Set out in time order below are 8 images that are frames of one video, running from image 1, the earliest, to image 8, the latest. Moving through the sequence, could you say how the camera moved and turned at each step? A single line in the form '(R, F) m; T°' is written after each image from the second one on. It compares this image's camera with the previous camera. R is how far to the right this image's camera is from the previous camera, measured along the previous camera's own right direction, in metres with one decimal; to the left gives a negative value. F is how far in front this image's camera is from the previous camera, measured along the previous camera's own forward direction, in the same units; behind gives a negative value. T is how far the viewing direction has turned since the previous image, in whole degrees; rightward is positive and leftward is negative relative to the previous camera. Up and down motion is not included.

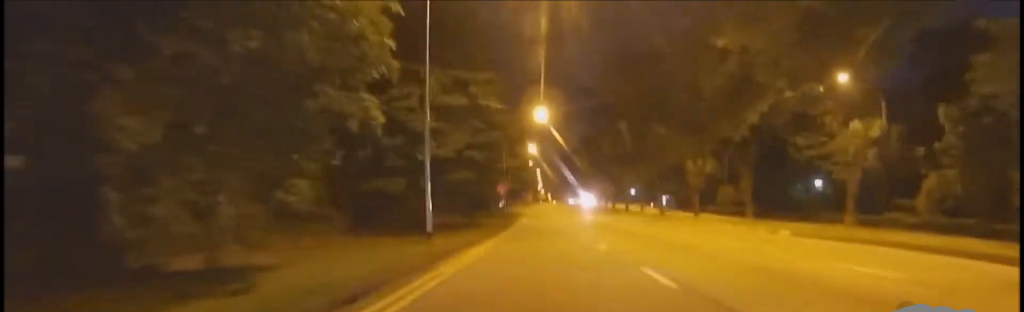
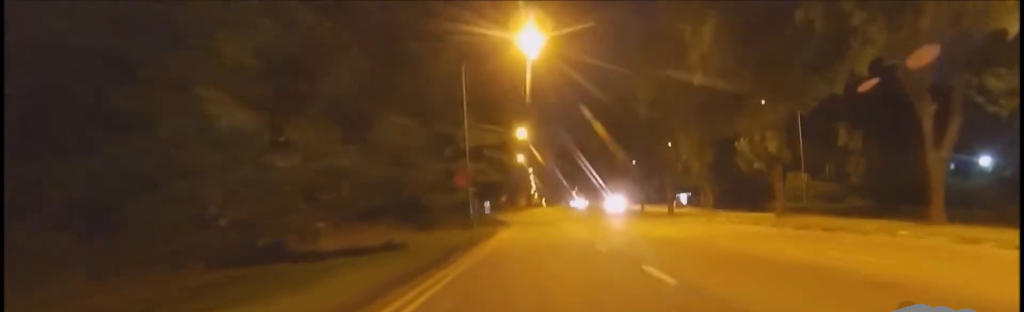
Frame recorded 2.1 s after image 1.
(0.0, +24.3) m; +1°
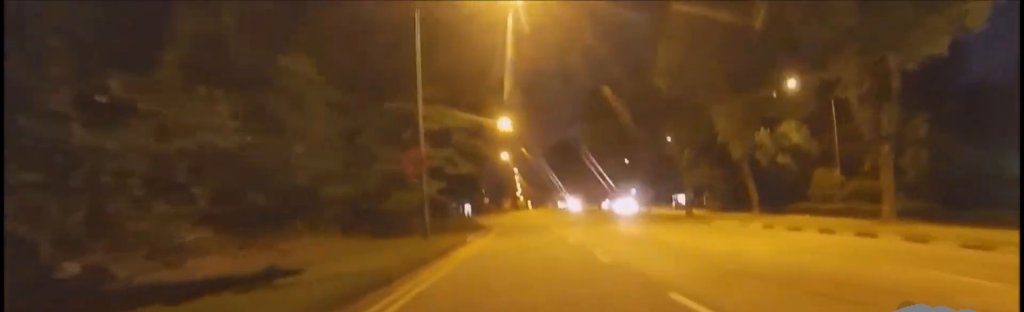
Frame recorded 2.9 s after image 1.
(+0.1, +9.0) m; 0°
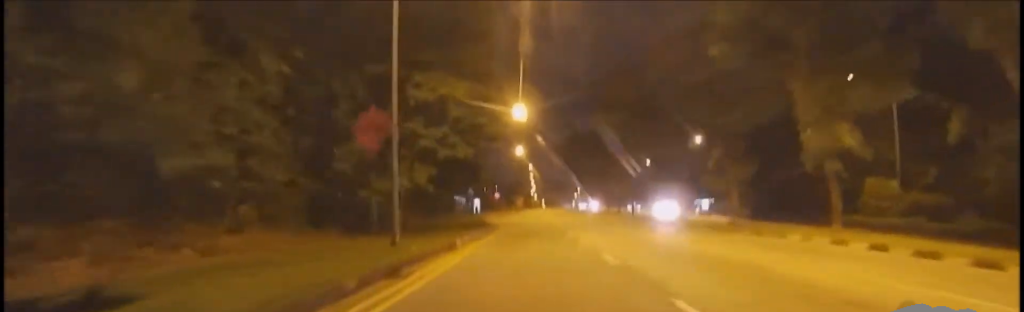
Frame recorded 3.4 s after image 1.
(0.0, +6.2) m; -1°
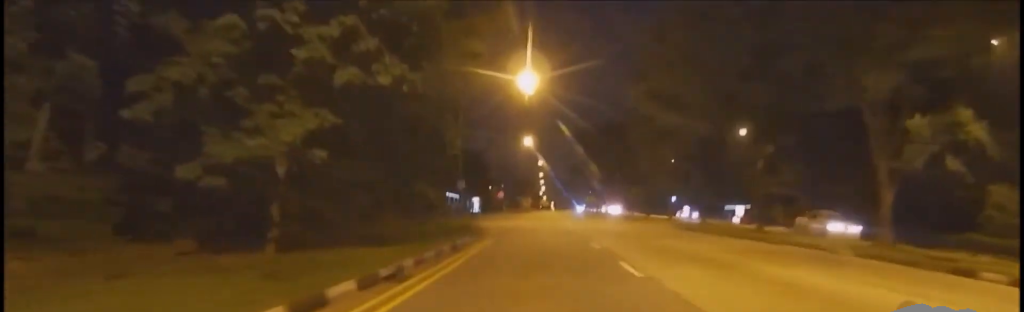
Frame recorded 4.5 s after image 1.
(-0.4, +12.9) m; 0°
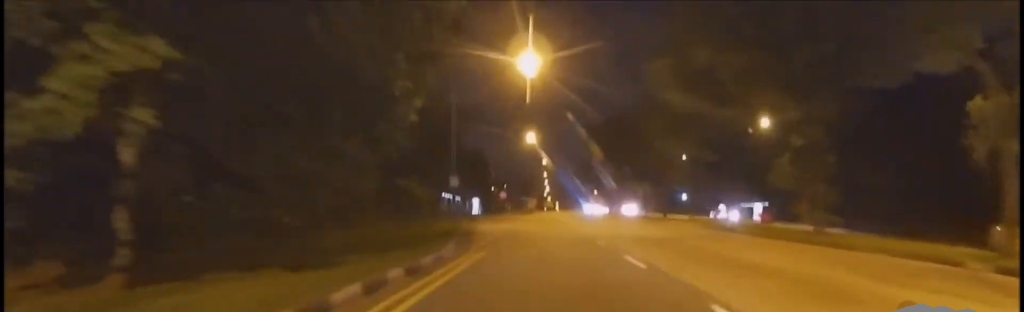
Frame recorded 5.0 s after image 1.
(+0.1, +5.3) m; 0°
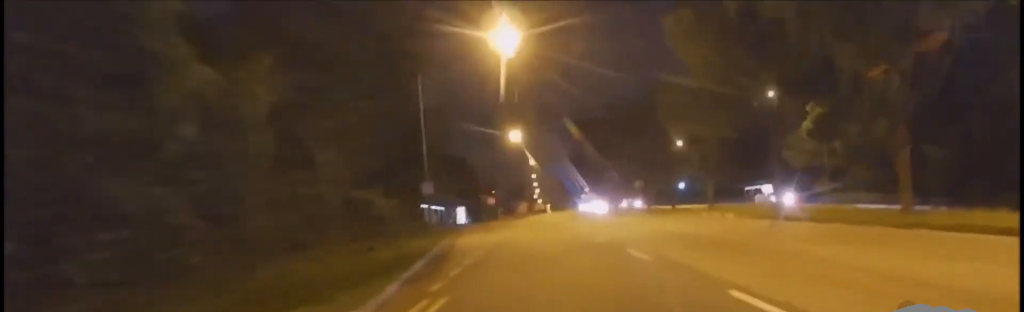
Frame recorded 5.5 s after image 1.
(+0.2, +6.1) m; 0°
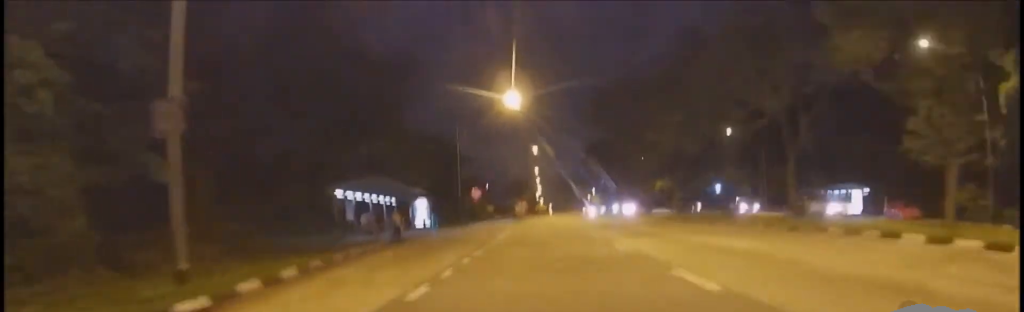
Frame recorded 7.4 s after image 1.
(0.0, +21.3) m; 0°
